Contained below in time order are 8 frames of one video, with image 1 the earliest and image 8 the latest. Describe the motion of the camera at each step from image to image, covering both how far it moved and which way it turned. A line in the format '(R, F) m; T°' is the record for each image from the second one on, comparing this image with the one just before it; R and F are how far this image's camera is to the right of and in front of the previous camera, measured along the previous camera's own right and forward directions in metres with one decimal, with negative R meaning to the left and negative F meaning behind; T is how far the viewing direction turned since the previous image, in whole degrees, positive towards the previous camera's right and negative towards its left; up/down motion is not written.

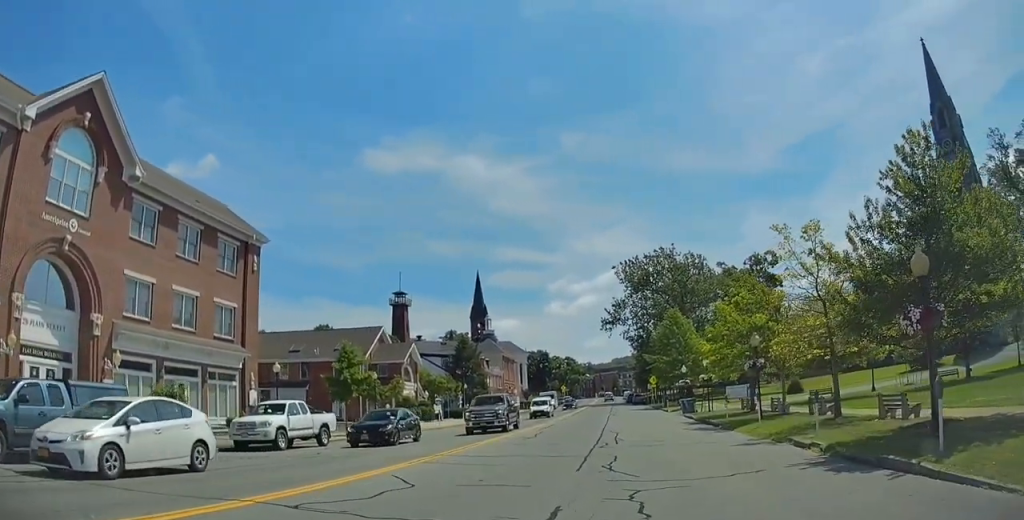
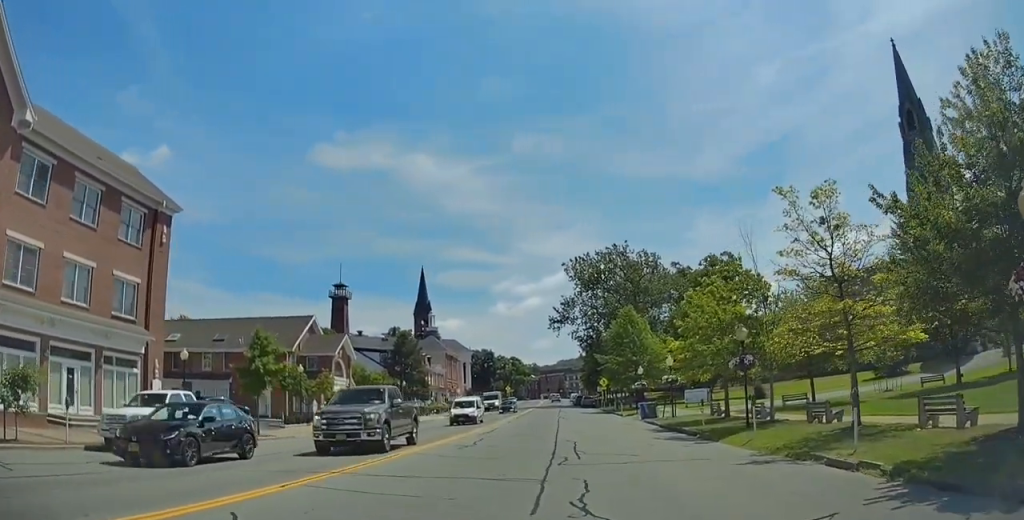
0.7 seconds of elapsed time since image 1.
(+0.2, +4.7) m; +3°
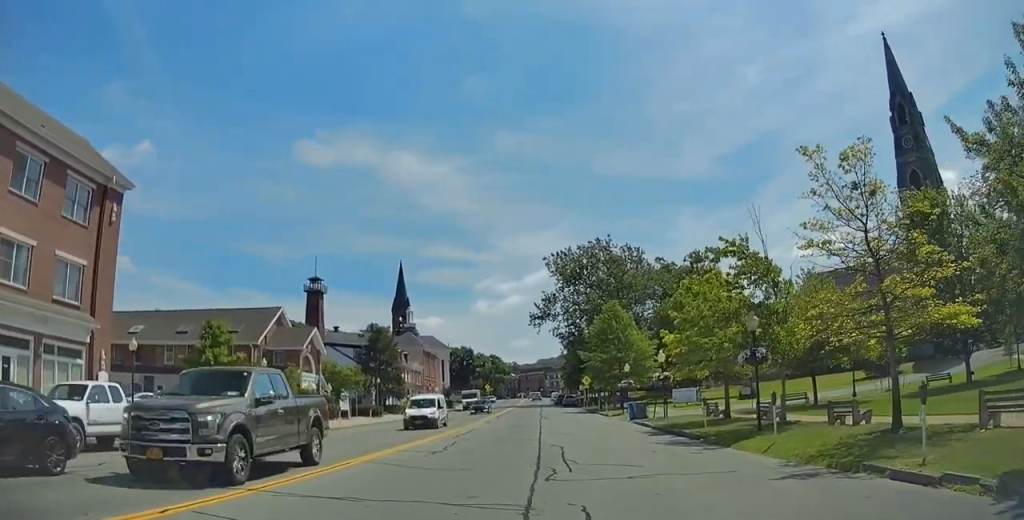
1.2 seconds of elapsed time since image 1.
(0.0, +2.9) m; +1°
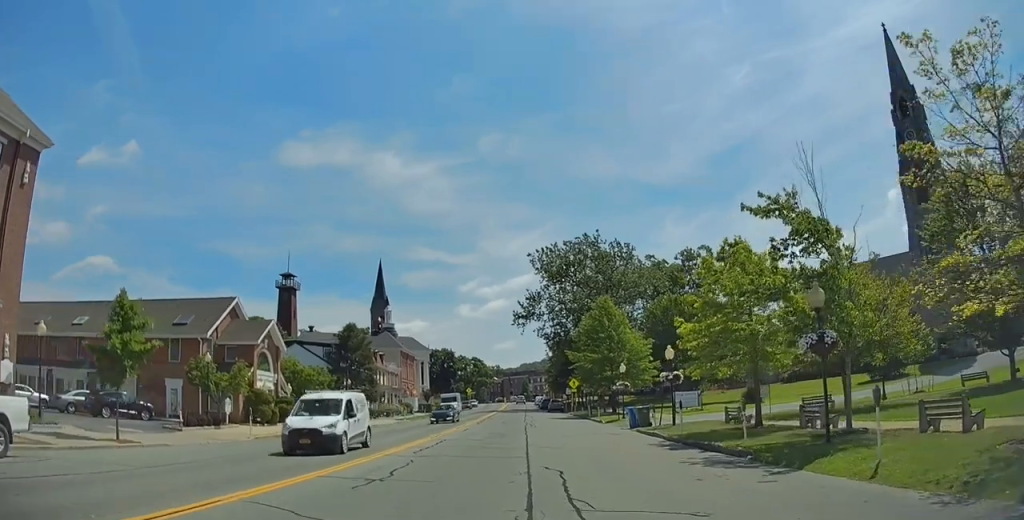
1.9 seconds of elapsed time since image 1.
(+0.1, +5.8) m; +4°
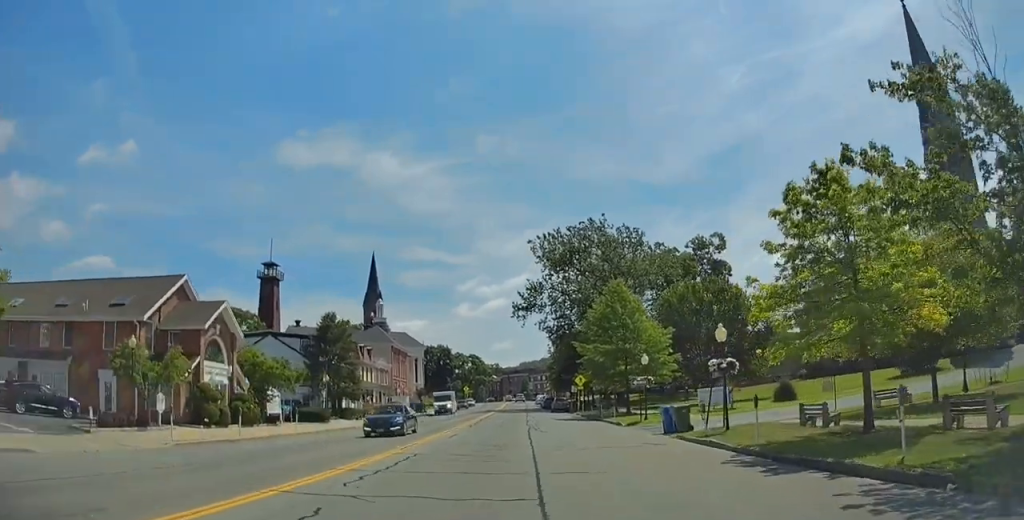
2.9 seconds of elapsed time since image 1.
(+0.5, +7.8) m; +6°
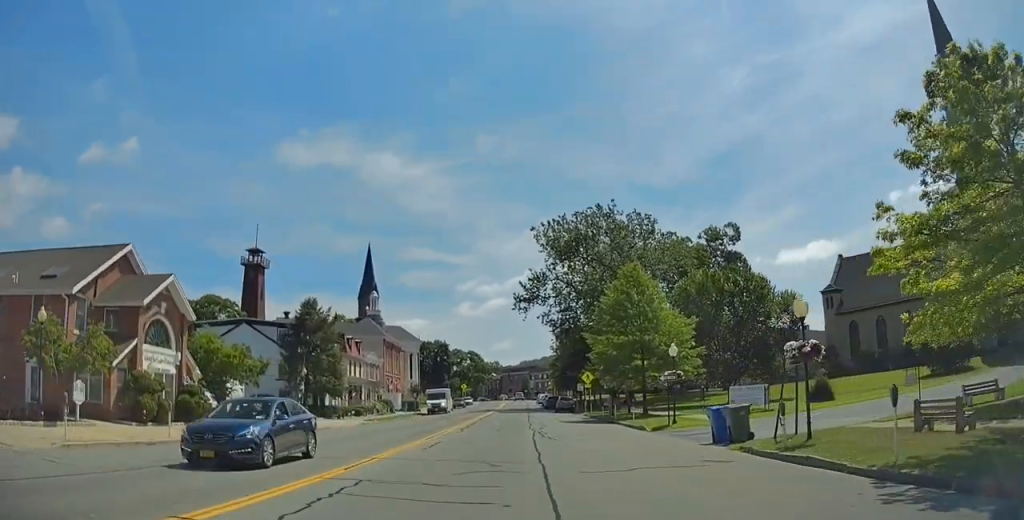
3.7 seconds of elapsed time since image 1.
(+0.3, +6.8) m; +3°
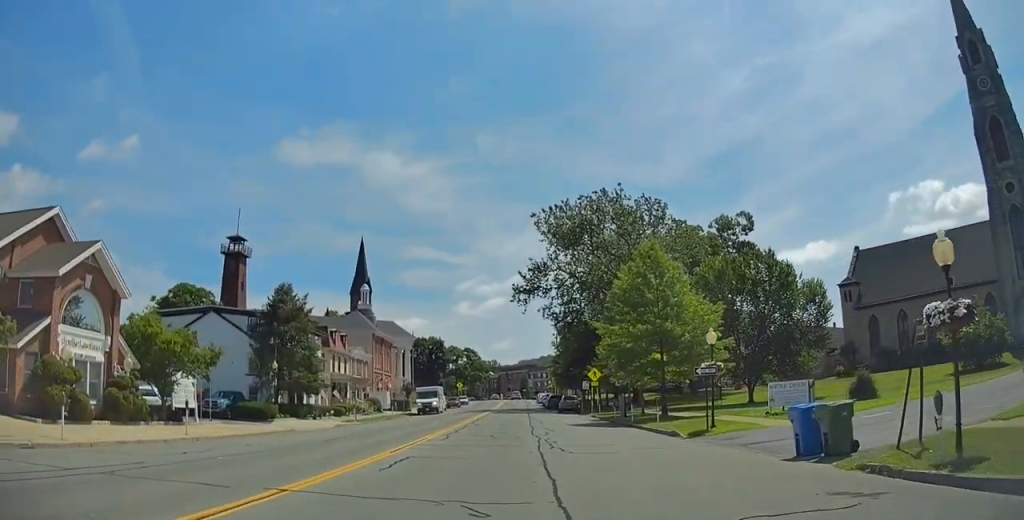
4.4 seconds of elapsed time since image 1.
(+0.2, +6.6) m; 0°
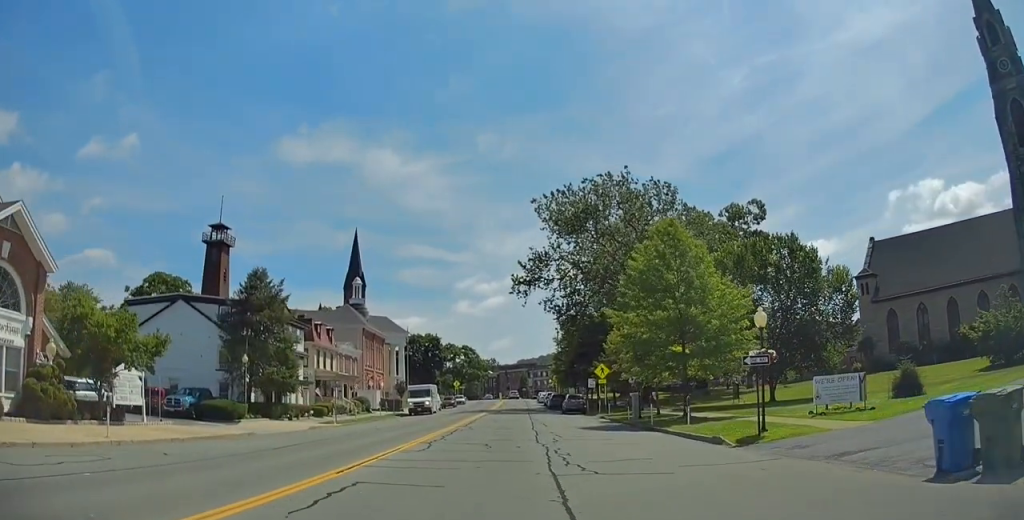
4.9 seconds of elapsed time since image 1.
(-0.2, +5.4) m; -1°
